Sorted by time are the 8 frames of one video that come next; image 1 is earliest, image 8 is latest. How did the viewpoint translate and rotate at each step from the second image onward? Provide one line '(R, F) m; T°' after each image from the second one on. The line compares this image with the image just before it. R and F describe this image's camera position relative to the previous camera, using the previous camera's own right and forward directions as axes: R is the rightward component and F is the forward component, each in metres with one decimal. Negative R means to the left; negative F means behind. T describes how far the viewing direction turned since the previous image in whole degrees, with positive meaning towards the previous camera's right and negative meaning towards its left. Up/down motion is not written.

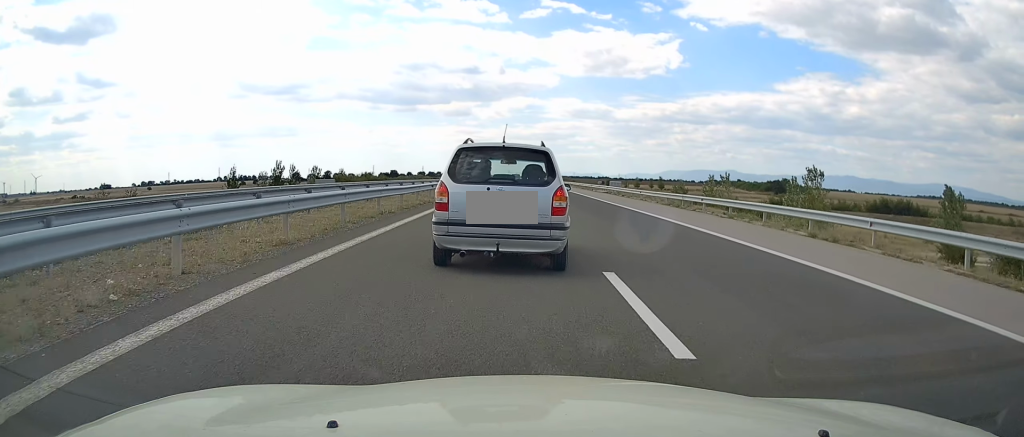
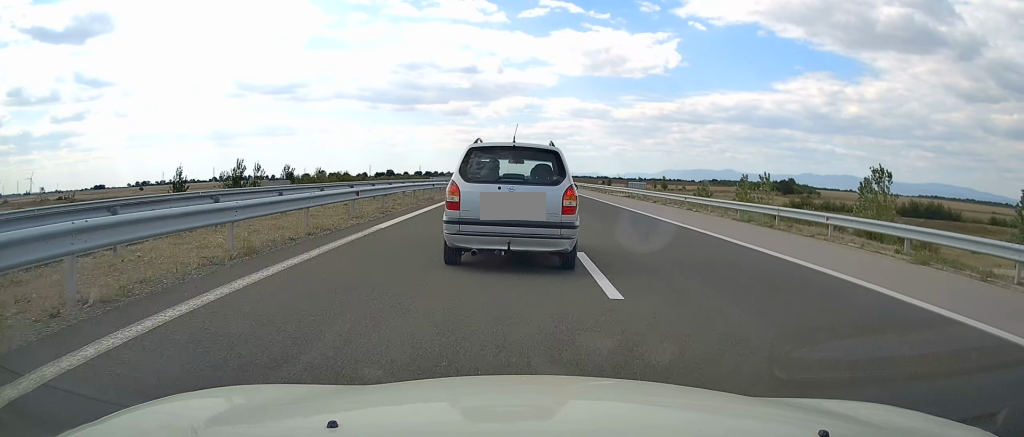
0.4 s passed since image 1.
(-0.1, +14.0) m; 0°
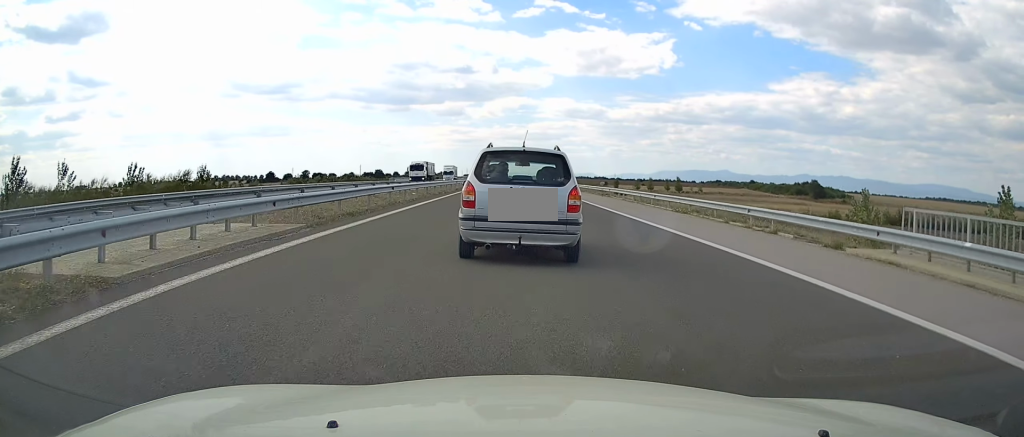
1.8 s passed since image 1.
(+0.2, +43.7) m; 0°
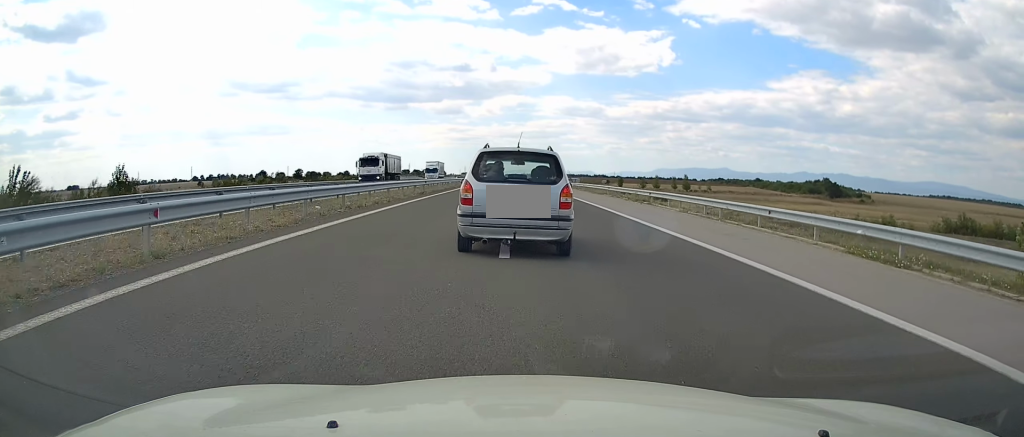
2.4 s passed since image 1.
(0.0, +17.9) m; 0°
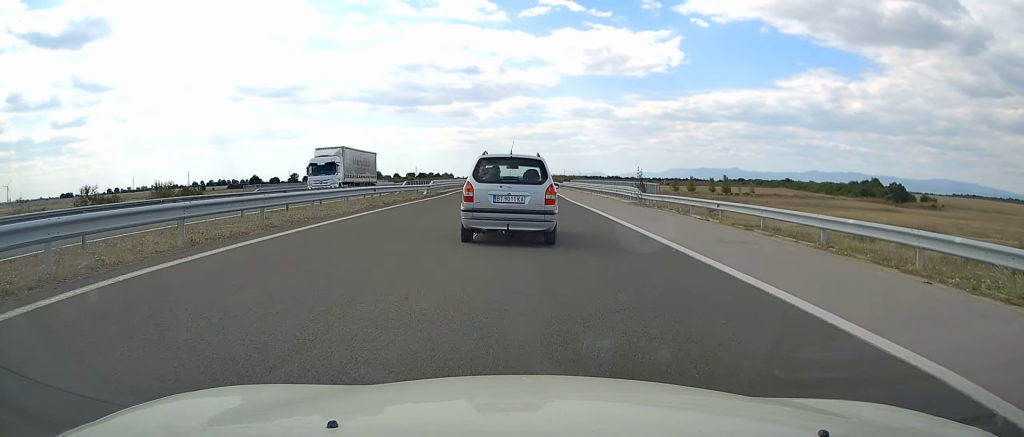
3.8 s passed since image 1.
(-0.3, +45.6) m; 0°
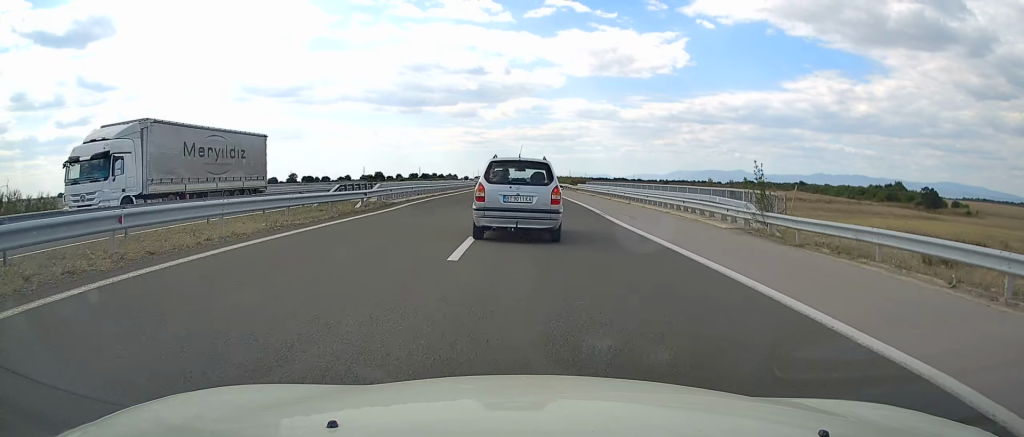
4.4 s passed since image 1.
(0.0, +18.4) m; 0°
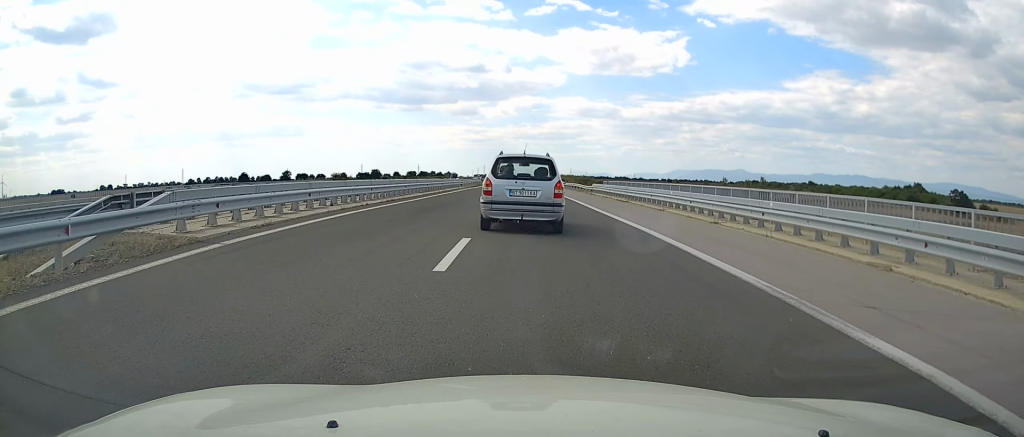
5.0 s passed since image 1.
(+0.1, +17.3) m; 0°
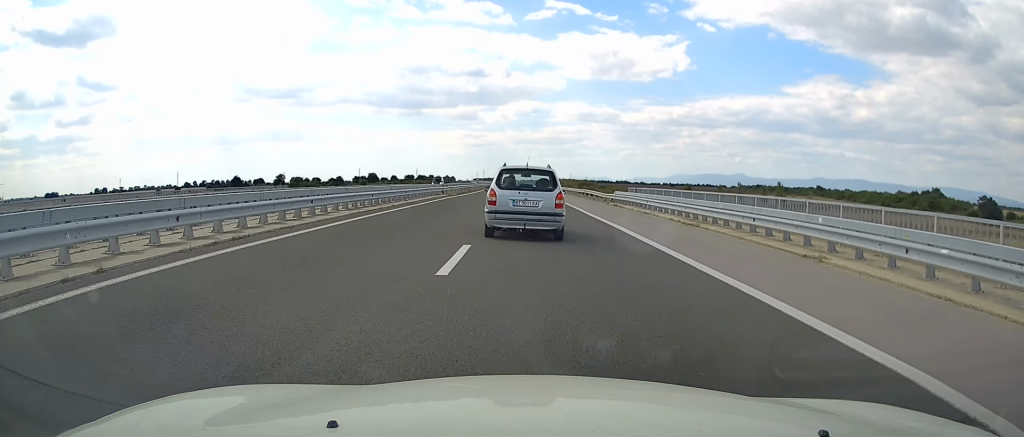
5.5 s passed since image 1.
(-0.1, +15.5) m; 0°
